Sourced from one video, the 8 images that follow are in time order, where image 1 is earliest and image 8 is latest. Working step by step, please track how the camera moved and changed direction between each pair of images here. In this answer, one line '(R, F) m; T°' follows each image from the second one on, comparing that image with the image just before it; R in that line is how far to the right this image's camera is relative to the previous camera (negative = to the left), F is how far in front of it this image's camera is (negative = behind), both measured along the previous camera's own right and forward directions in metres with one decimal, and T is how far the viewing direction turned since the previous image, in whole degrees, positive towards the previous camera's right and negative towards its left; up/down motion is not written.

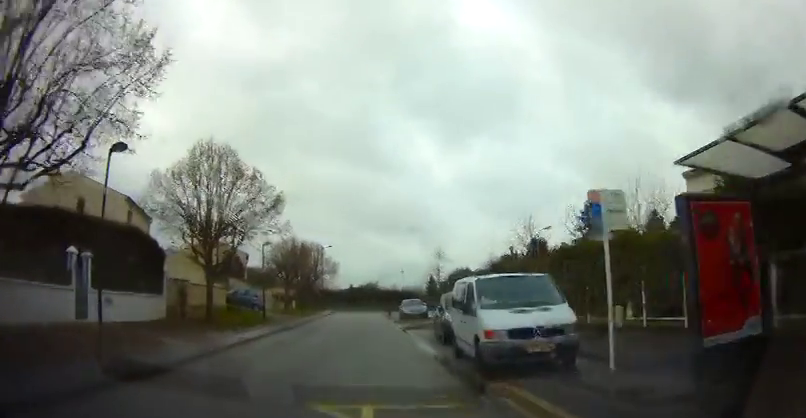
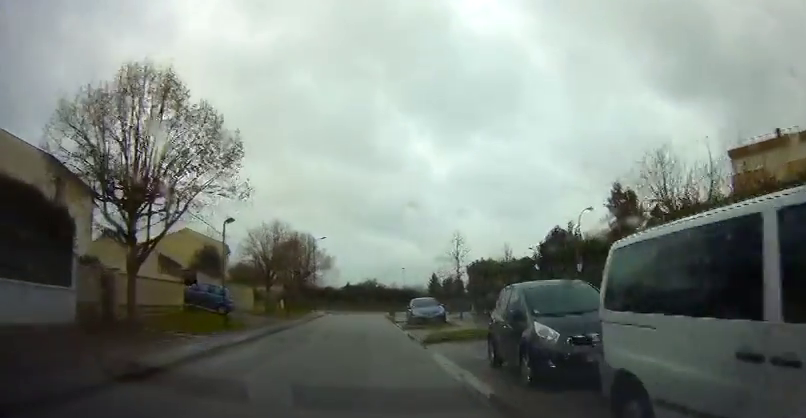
(0.0, +7.9) m; +1°
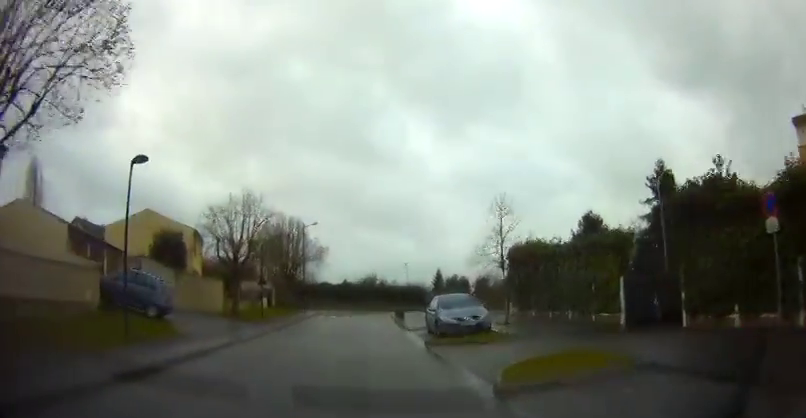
(+0.2, +8.9) m; +2°
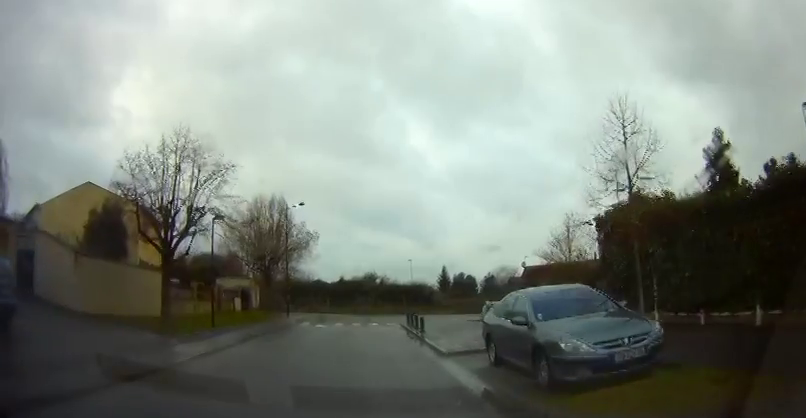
(+0.1, +9.8) m; -2°
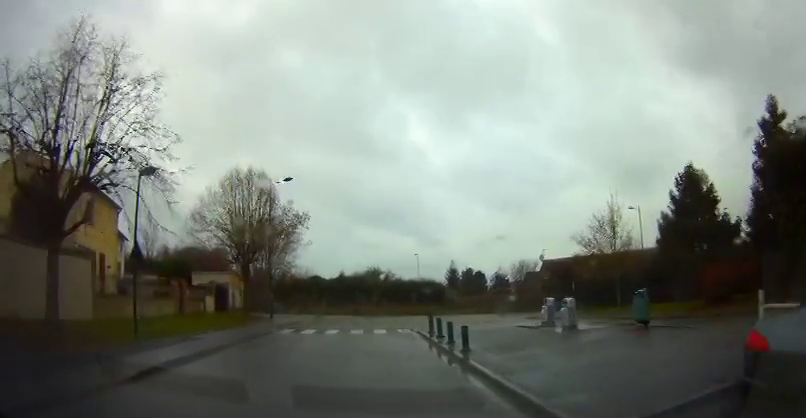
(-0.3, +7.3) m; -1°
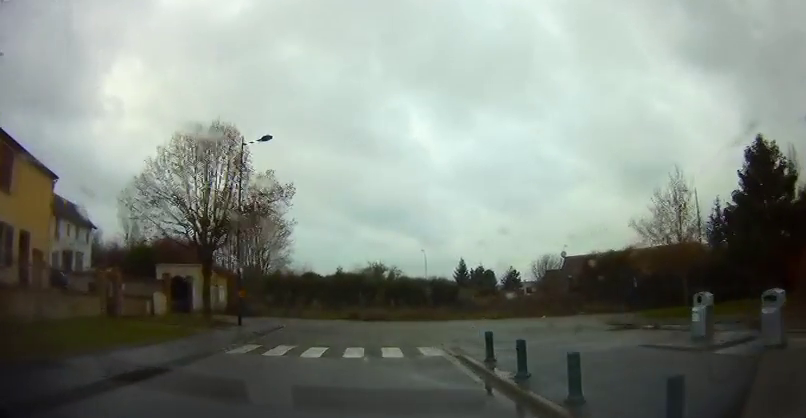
(+0.3, +10.7) m; +3°
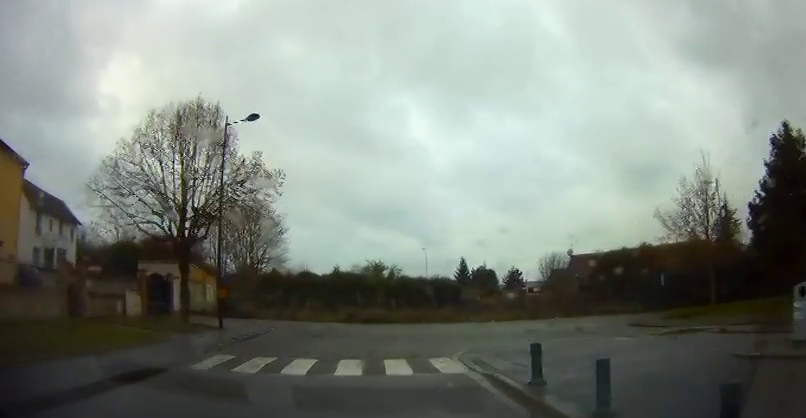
(0.0, +3.5) m; 0°
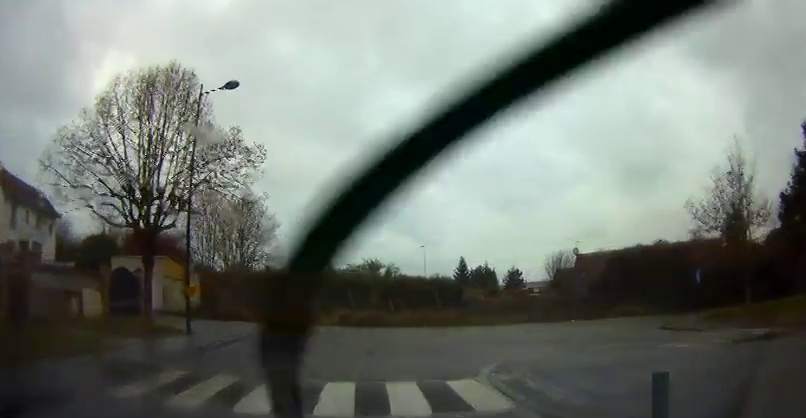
(0.0, +4.0) m; 0°
